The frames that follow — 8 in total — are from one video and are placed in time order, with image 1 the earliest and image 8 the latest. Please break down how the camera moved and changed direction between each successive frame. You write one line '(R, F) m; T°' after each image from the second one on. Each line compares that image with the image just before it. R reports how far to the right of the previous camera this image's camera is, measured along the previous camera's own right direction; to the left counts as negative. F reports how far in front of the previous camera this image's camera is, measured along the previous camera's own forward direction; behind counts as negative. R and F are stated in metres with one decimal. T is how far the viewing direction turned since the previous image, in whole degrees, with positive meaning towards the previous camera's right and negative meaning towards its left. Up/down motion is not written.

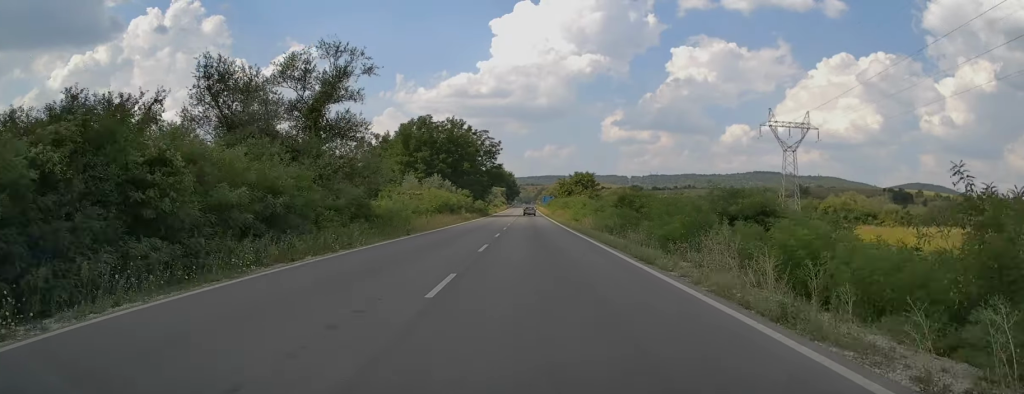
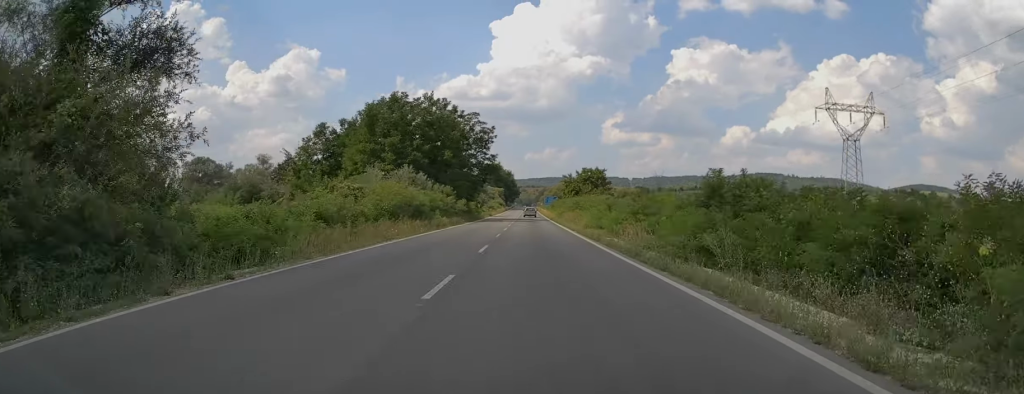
(-0.1, +18.2) m; 0°
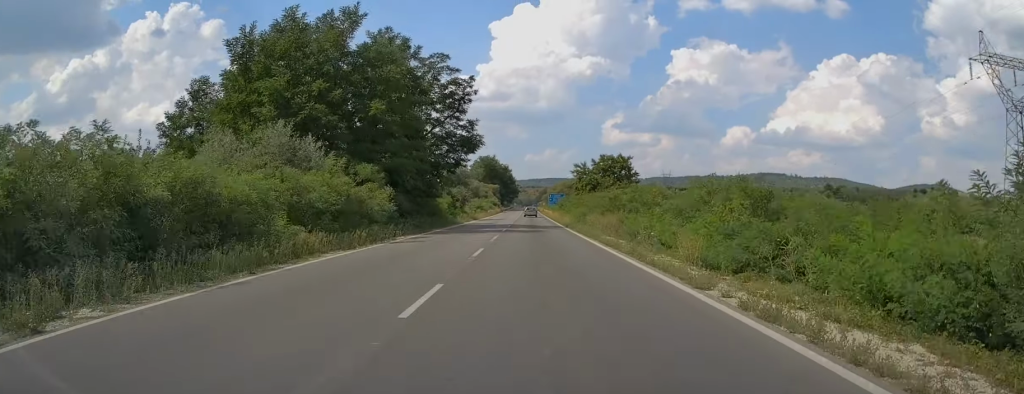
(+0.2, +28.6) m; 0°
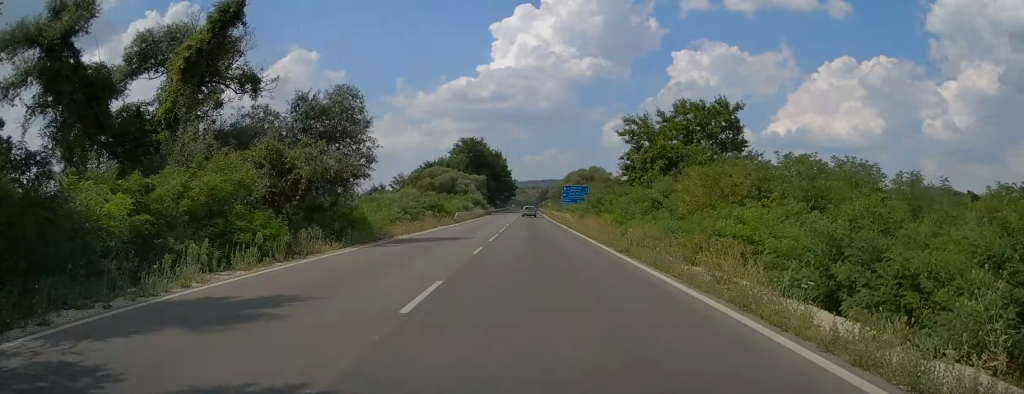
(0.0, +45.4) m; 0°
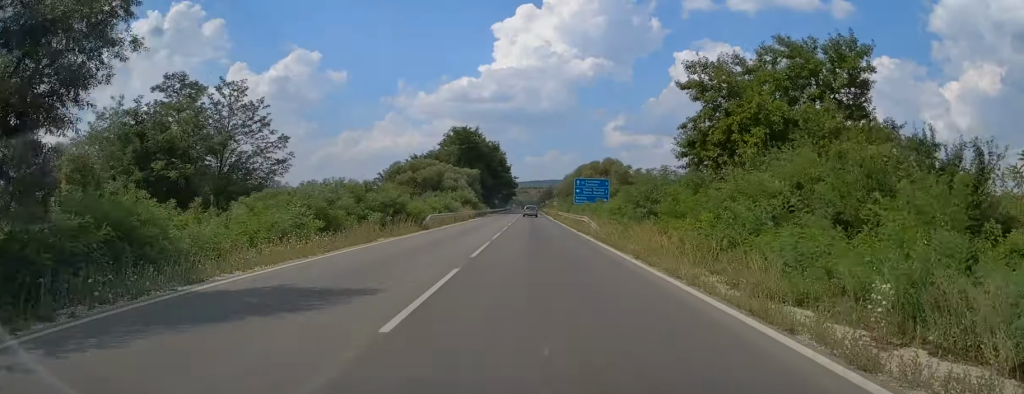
(0.0, +16.9) m; 0°
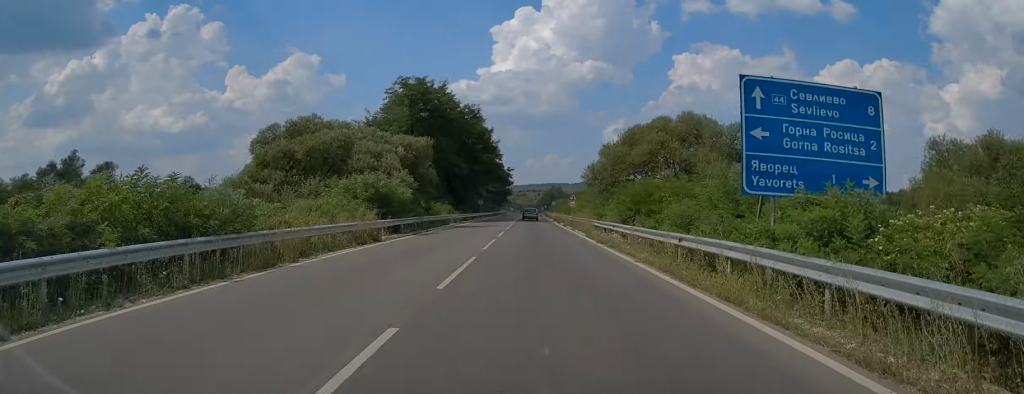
(-0.1, +43.1) m; 0°
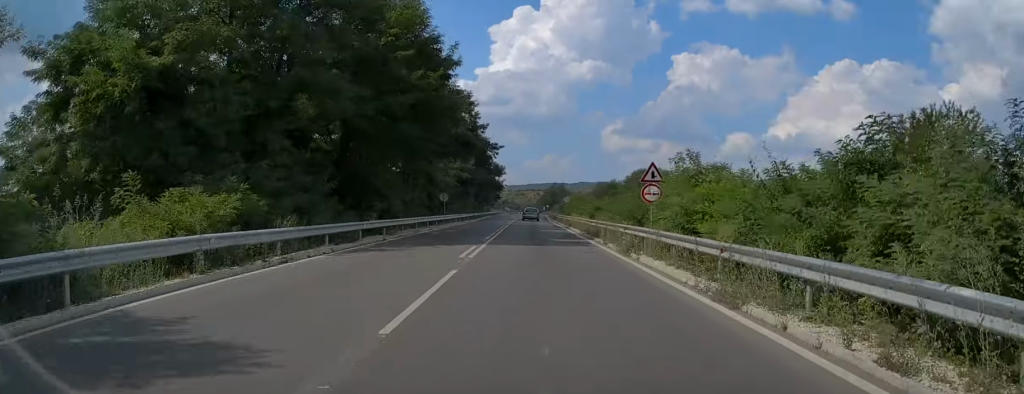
(0.0, +39.7) m; +1°
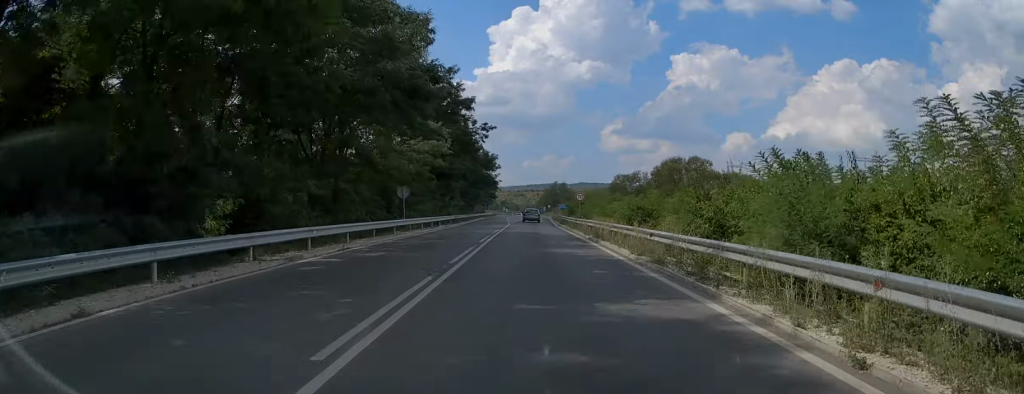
(+0.1, +17.7) m; 0°
